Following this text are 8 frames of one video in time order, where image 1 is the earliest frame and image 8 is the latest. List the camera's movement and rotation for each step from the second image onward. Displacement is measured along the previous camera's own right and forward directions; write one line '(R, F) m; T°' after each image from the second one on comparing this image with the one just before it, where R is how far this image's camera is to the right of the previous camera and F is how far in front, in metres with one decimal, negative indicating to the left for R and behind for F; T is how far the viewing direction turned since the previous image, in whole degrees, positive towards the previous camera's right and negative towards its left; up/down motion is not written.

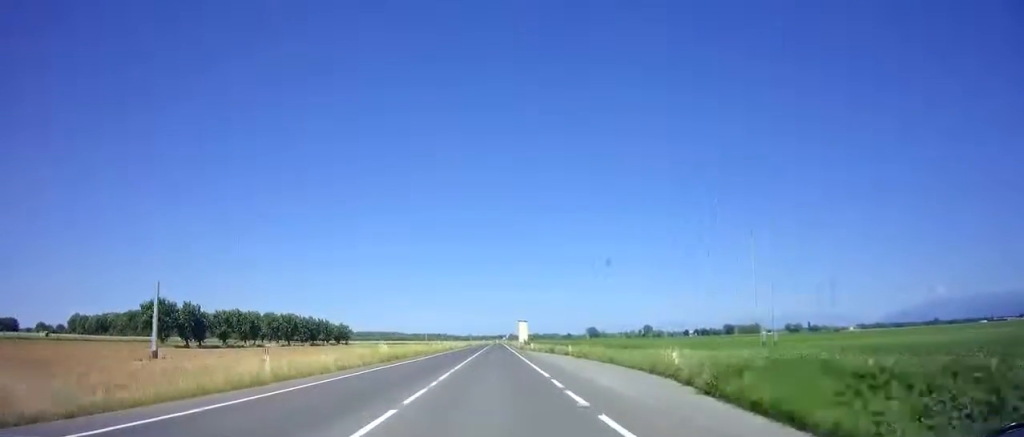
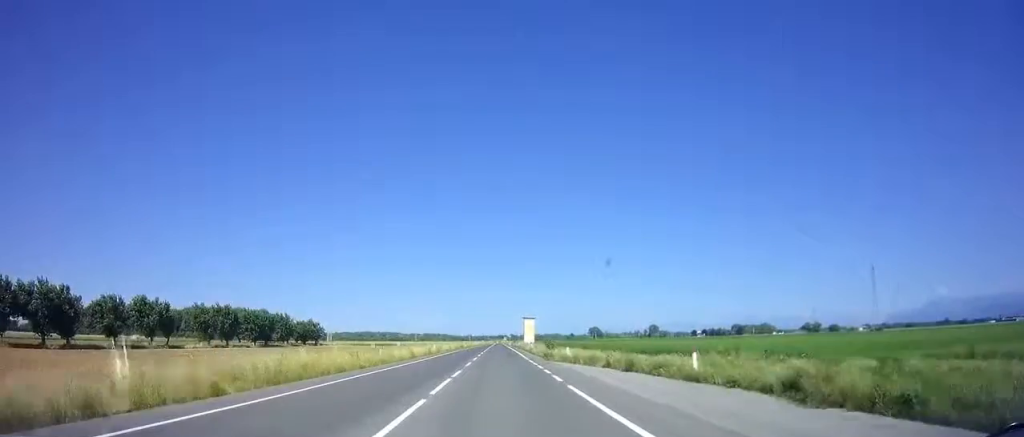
(-0.2, +28.9) m; 0°
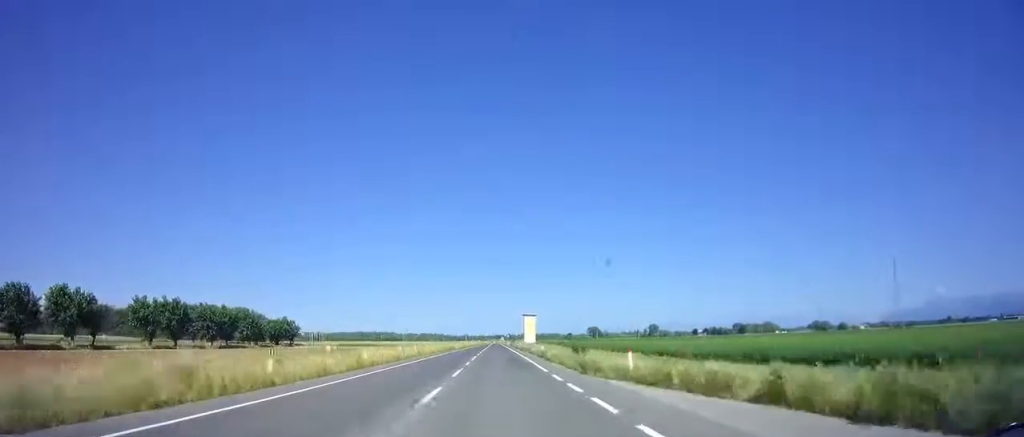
(+0.2, +15.6) m; +1°
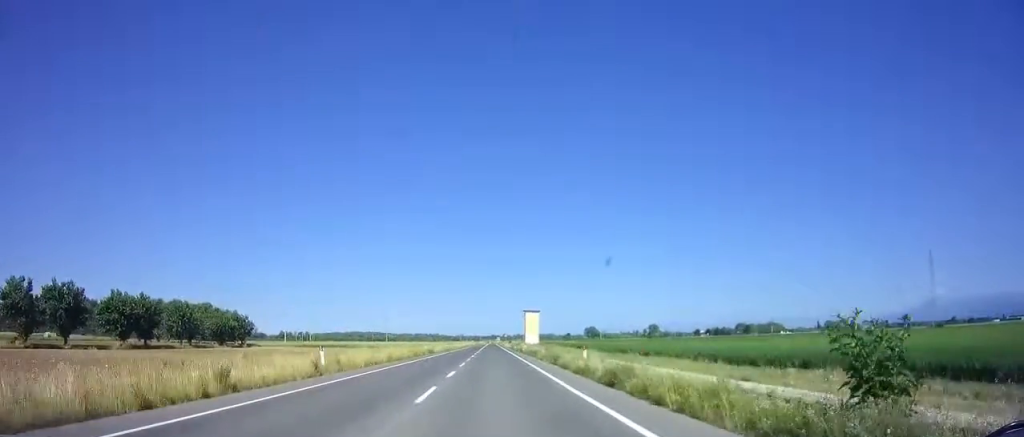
(+0.2, +21.2) m; 0°
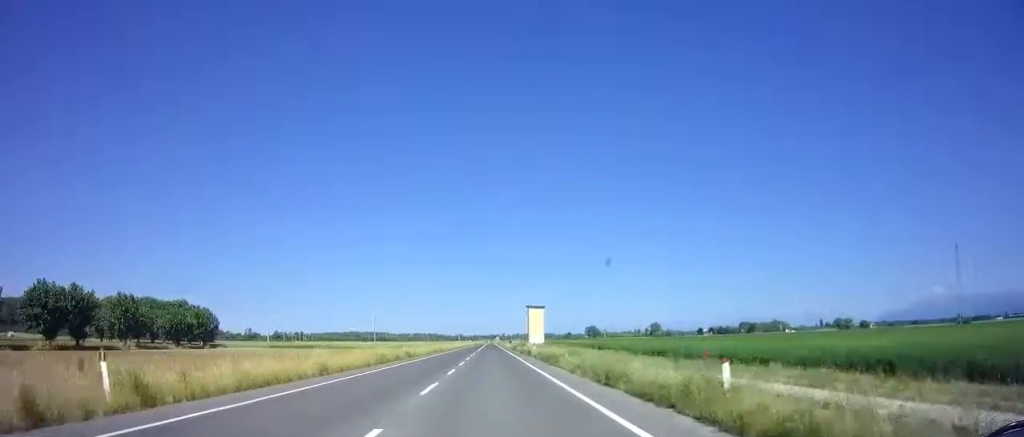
(0.0, +13.3) m; 0°
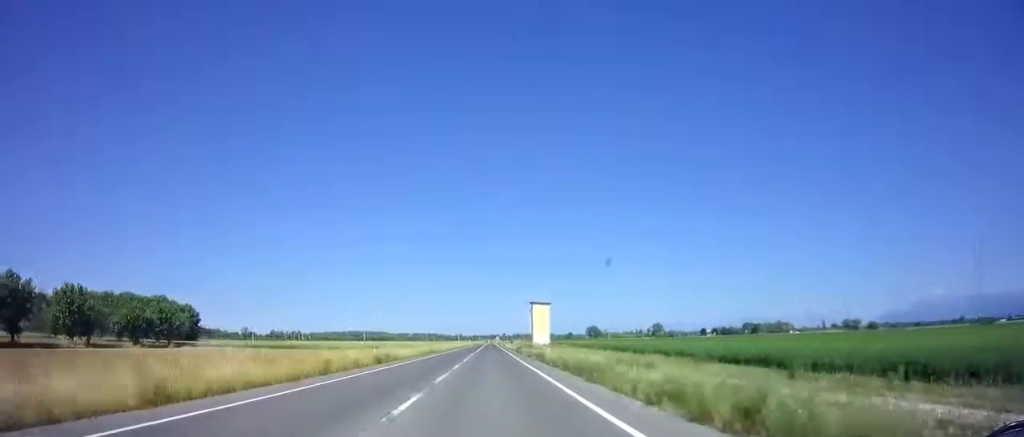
(0.0, +10.3) m; 0°
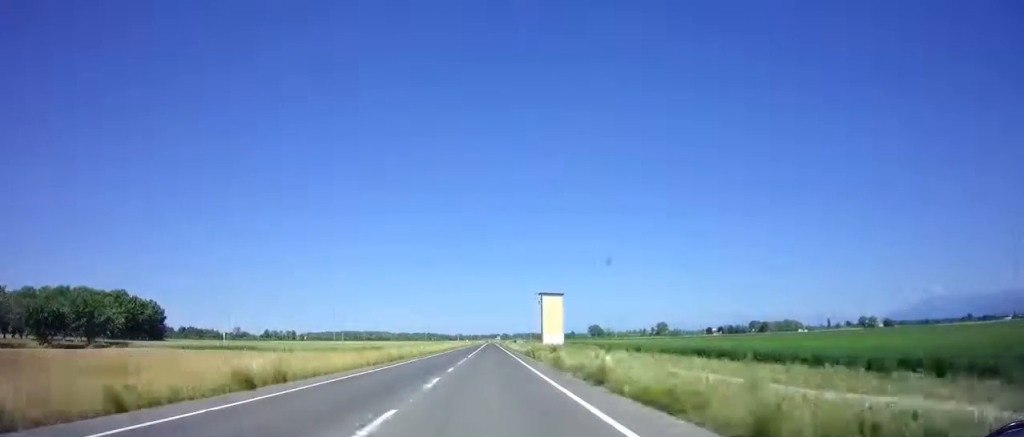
(-0.1, +18.1) m; -1°
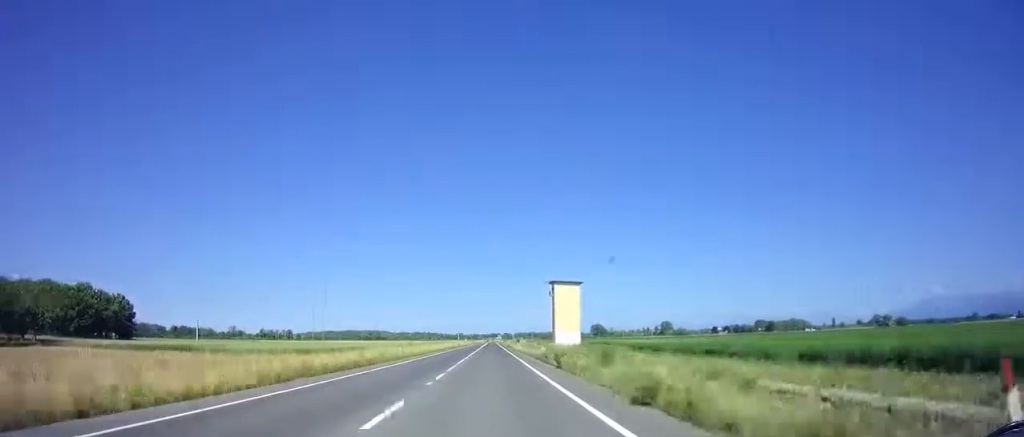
(-0.2, +13.4) m; 0°
